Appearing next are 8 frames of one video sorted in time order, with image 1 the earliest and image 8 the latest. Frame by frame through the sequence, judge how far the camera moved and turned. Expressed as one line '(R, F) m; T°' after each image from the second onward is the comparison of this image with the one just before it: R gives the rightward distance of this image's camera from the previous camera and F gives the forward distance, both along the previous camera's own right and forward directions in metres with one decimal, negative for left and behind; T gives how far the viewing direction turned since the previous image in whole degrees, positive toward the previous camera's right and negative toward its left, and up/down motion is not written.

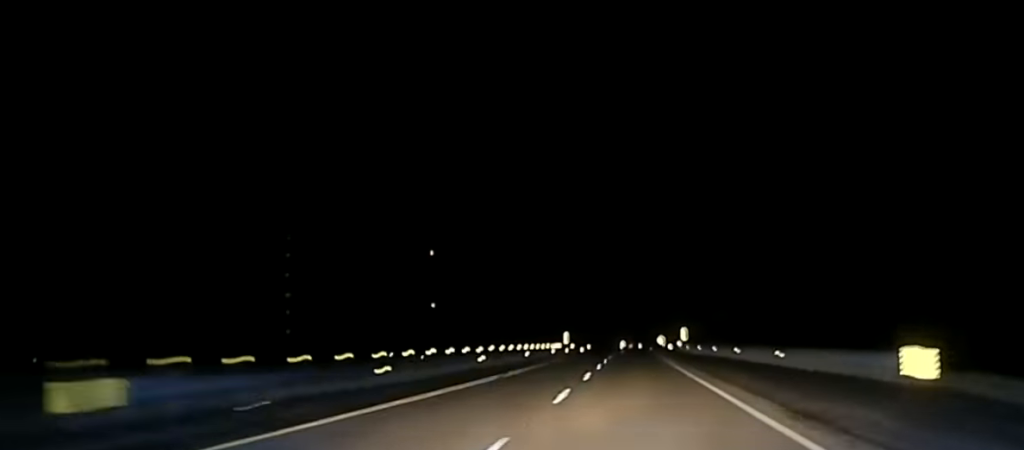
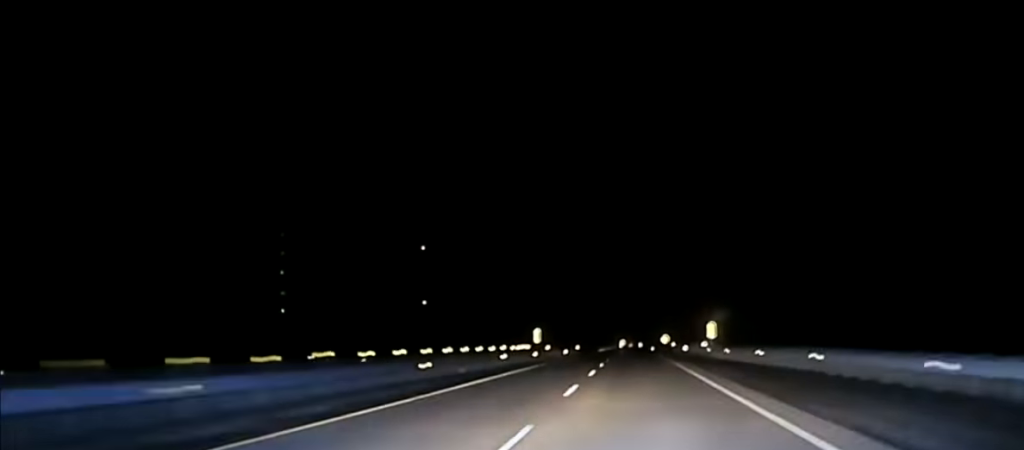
(0.0, +34.1) m; 0°
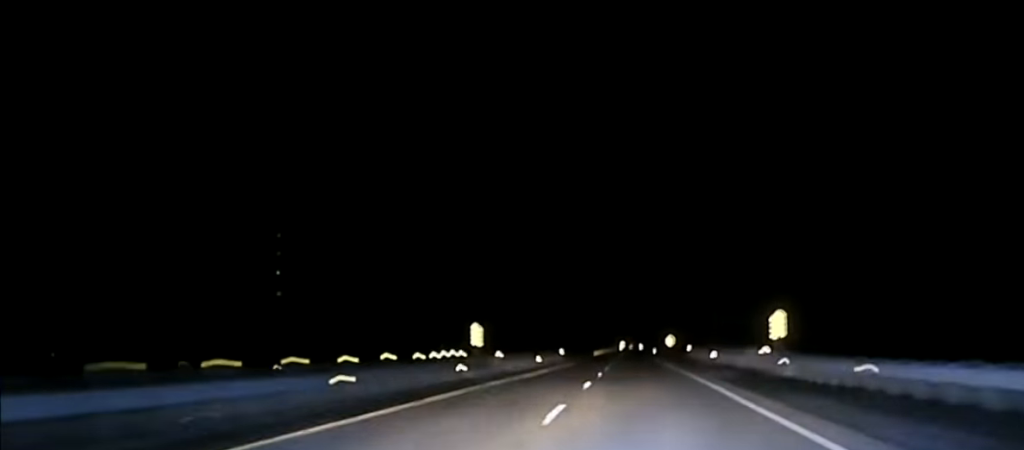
(0.0, +30.5) m; 0°
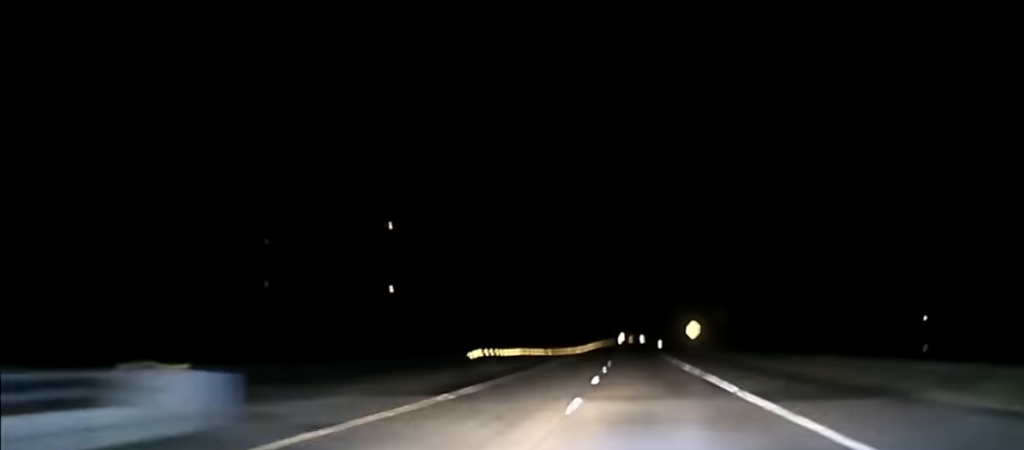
(+0.1, +84.6) m; 0°
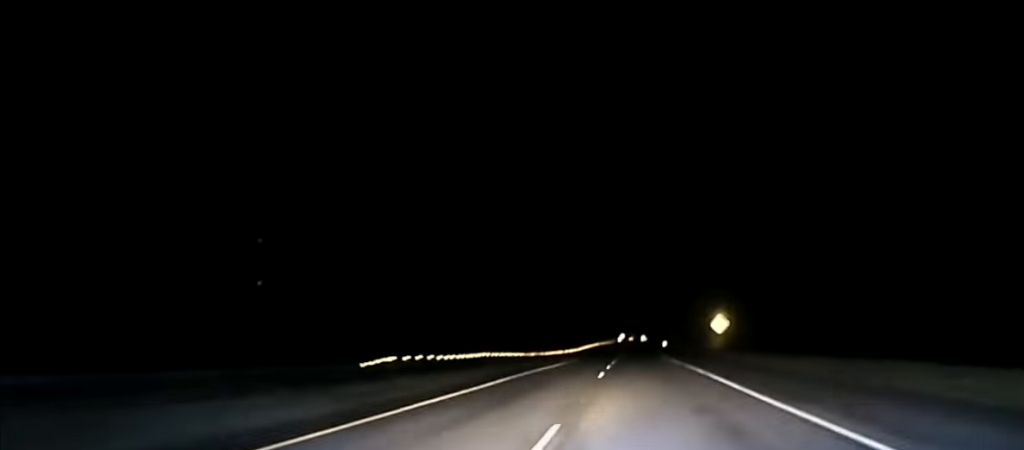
(0.0, +46.2) m; 0°
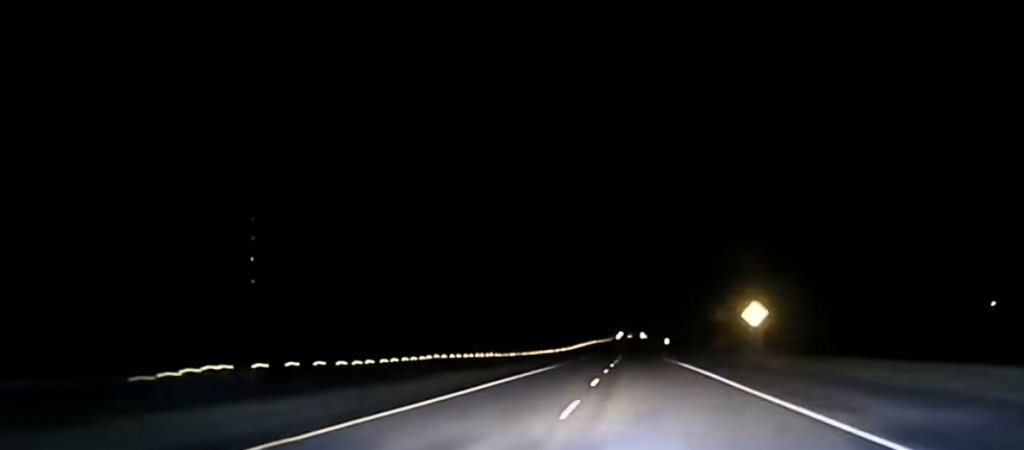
(0.0, +32.5) m; 0°
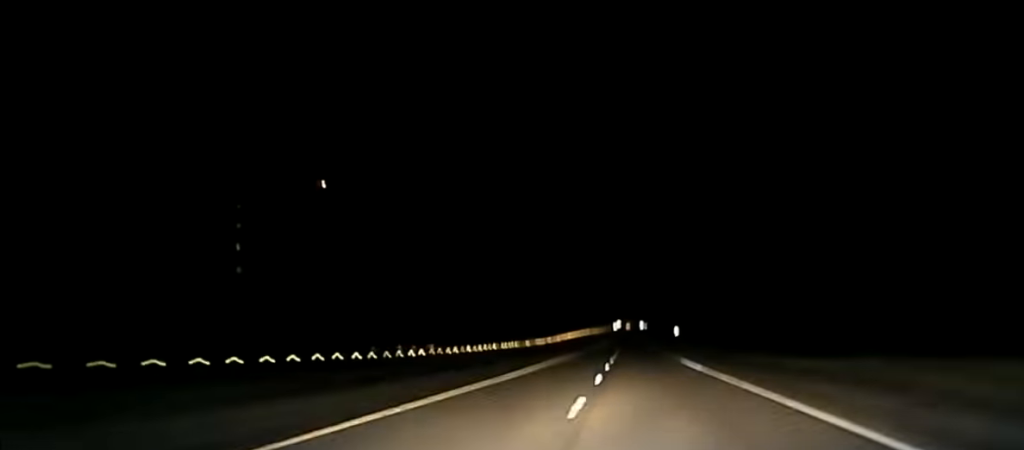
(+0.1, +79.3) m; 0°
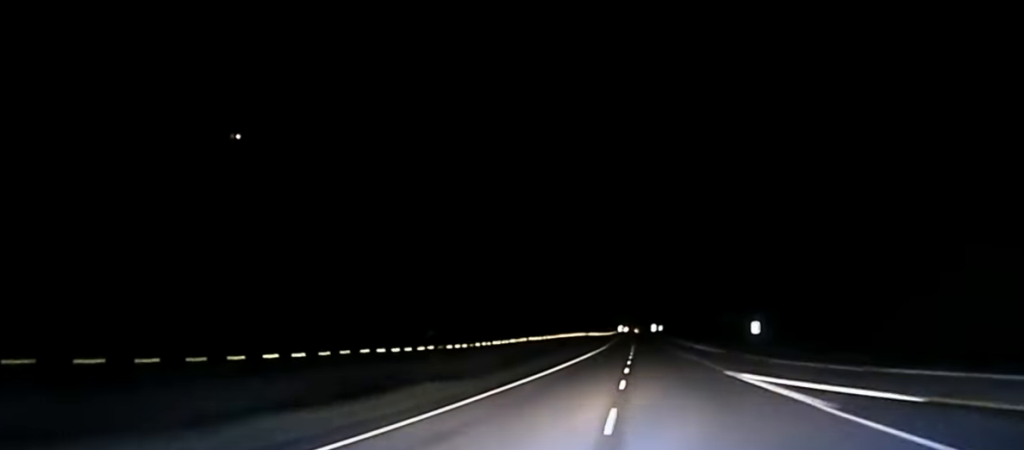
(-0.6, +127.2) m; 0°
